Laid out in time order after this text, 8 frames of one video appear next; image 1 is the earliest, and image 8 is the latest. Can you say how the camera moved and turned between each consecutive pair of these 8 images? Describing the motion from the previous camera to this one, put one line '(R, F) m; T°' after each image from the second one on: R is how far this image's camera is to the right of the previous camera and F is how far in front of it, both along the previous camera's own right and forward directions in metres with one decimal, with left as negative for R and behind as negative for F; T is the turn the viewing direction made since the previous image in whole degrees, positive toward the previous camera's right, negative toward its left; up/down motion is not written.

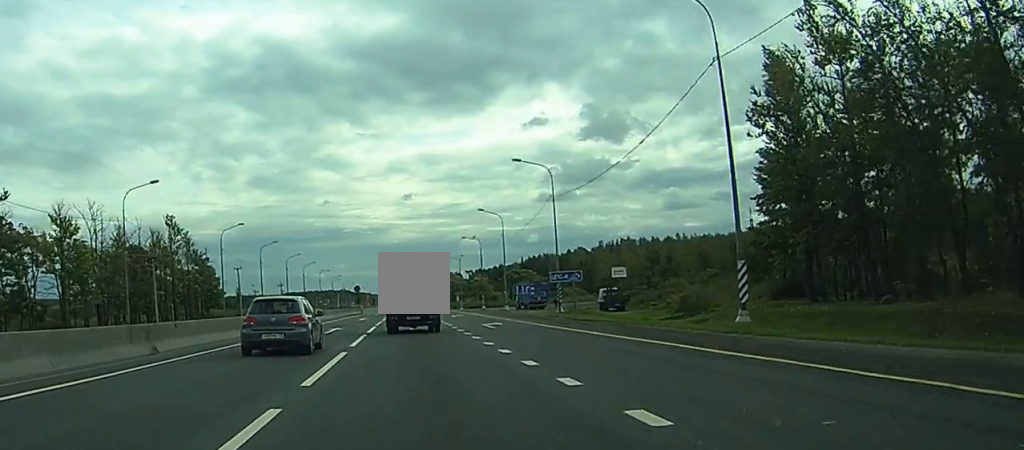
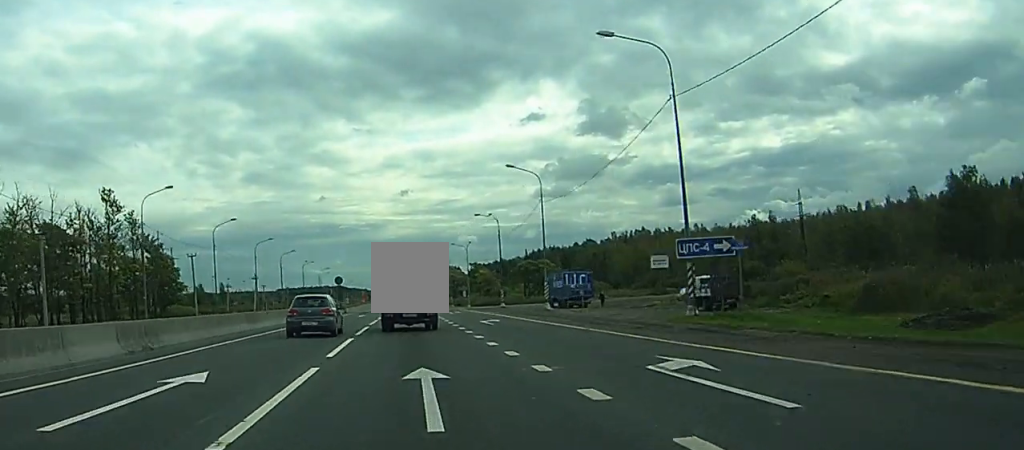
(+0.1, +29.8) m; 0°
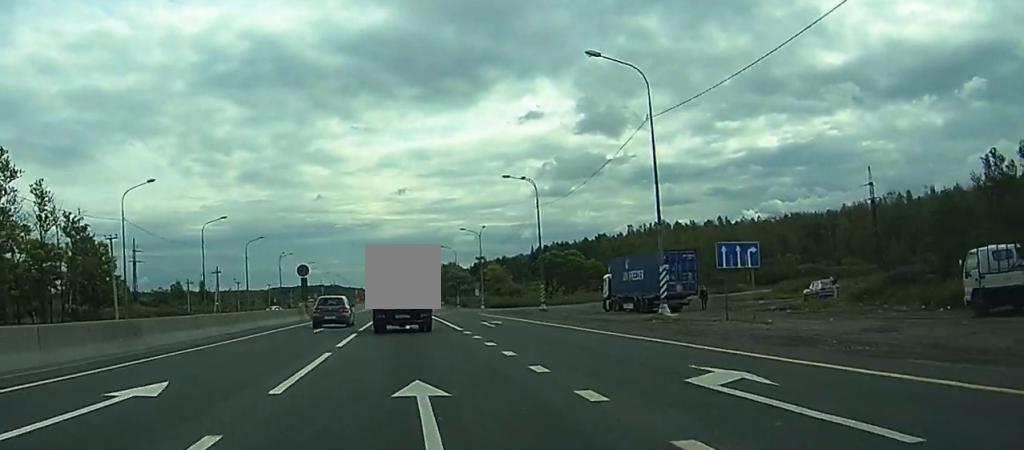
(0.0, +31.8) m; 0°
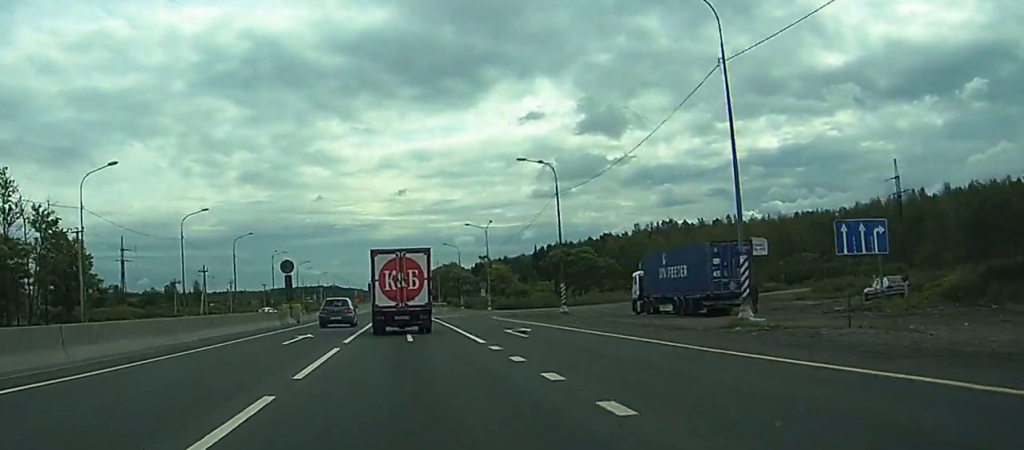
(0.0, +9.1) m; 0°
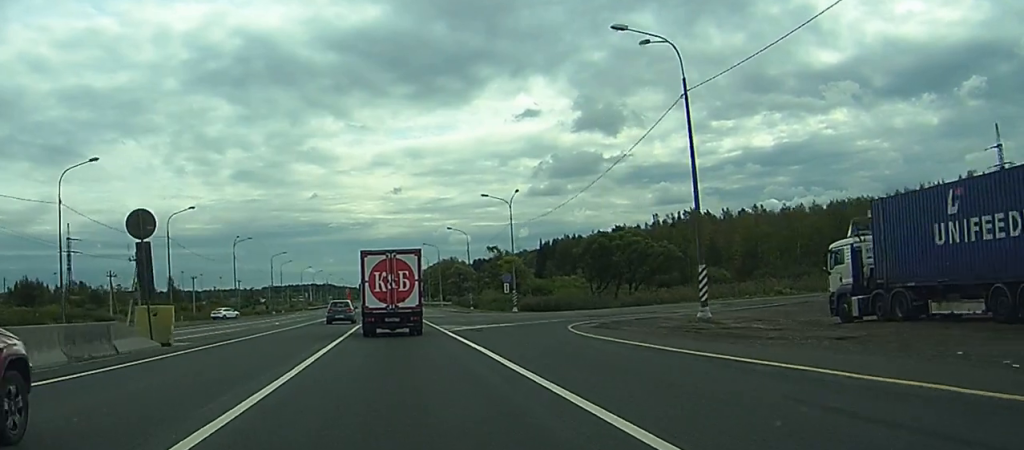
(0.0, +31.2) m; 0°
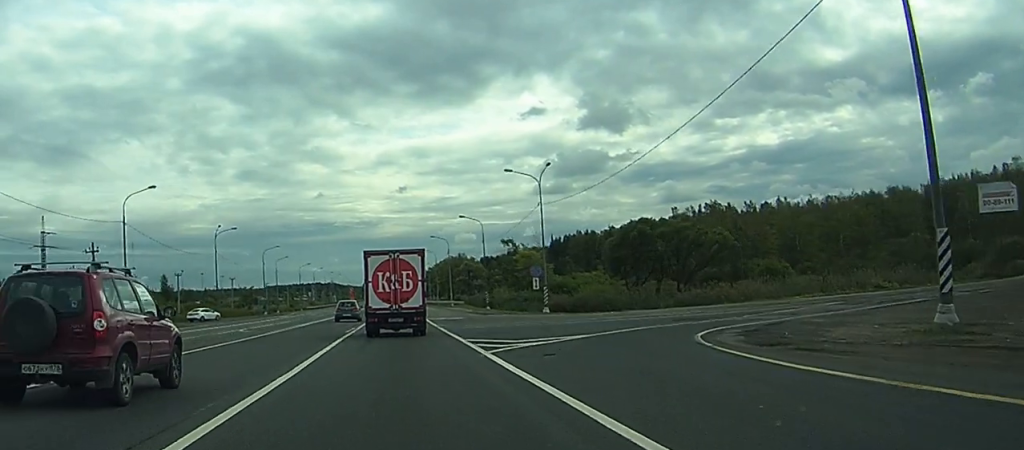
(0.0, +15.6) m; 0°
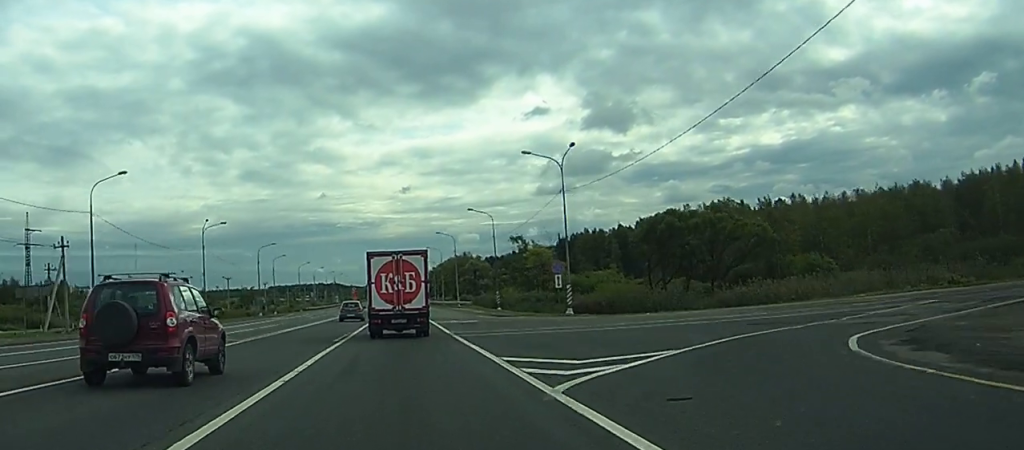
(0.0, +8.5) m; 0°
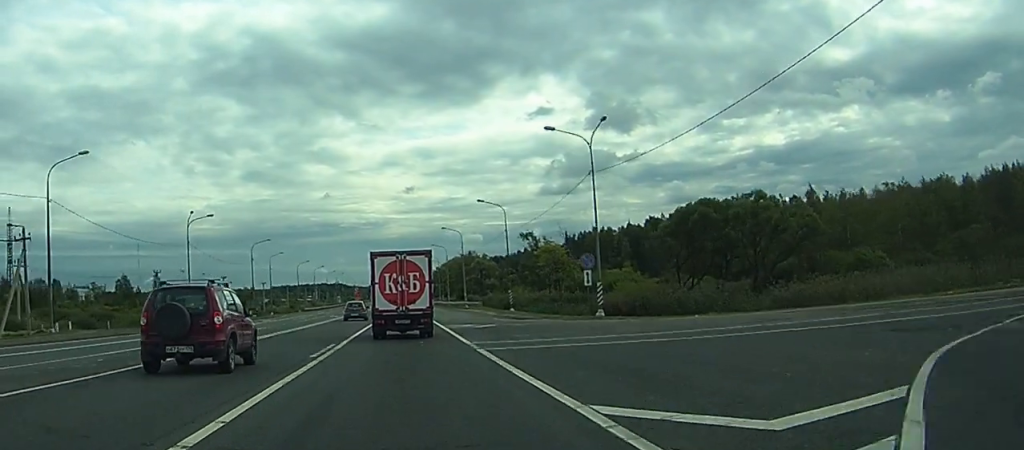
(0.0, +8.5) m; 0°
